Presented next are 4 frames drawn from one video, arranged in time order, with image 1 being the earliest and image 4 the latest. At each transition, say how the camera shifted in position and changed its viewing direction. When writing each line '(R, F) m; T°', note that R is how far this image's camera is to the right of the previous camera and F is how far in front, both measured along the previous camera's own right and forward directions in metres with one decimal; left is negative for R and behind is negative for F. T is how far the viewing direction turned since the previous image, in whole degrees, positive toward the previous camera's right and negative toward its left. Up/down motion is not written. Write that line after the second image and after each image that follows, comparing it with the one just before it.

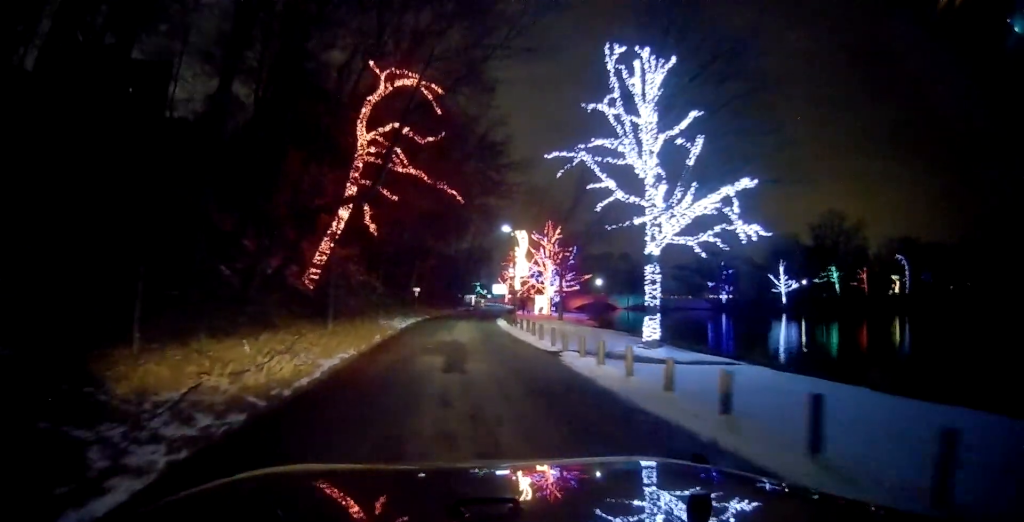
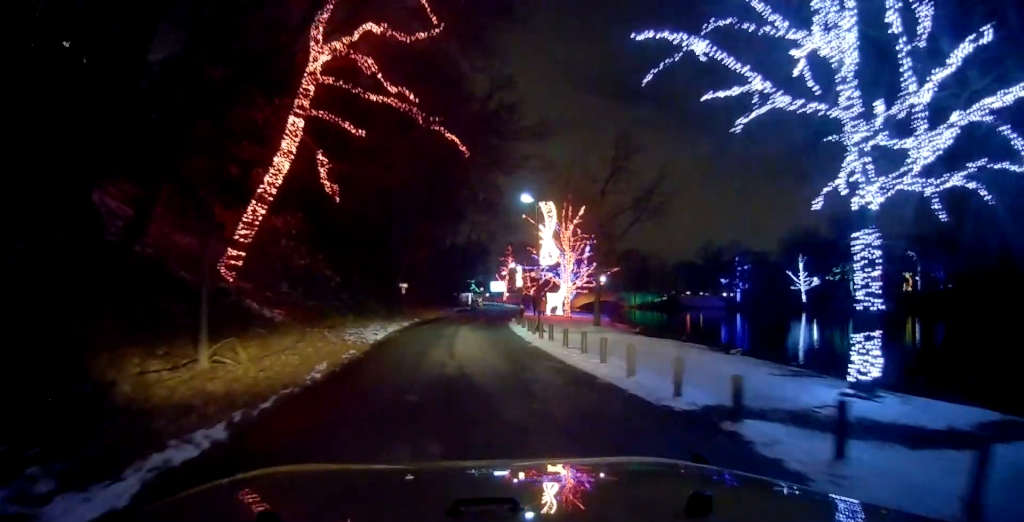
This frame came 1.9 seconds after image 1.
(+0.2, +11.0) m; -1°
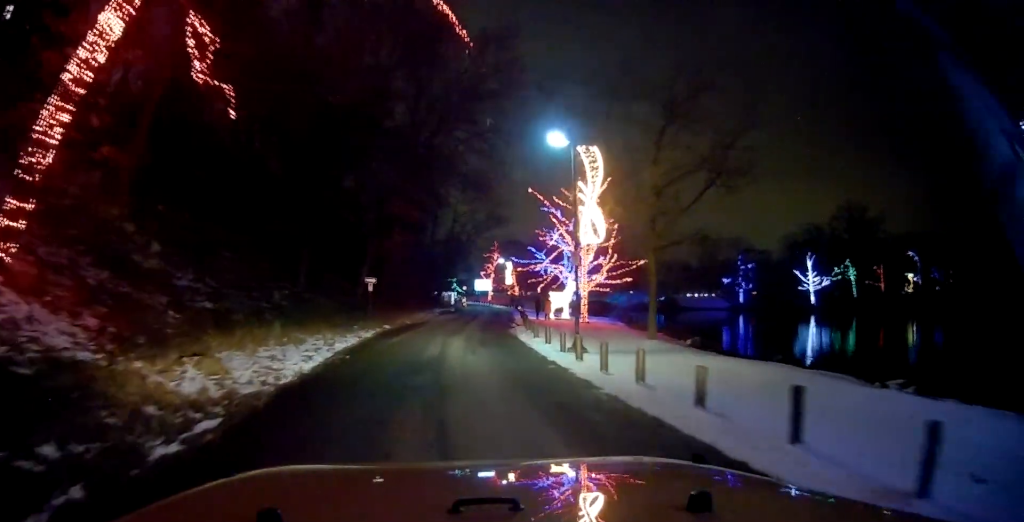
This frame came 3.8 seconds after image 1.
(-0.2, +10.5) m; +2°
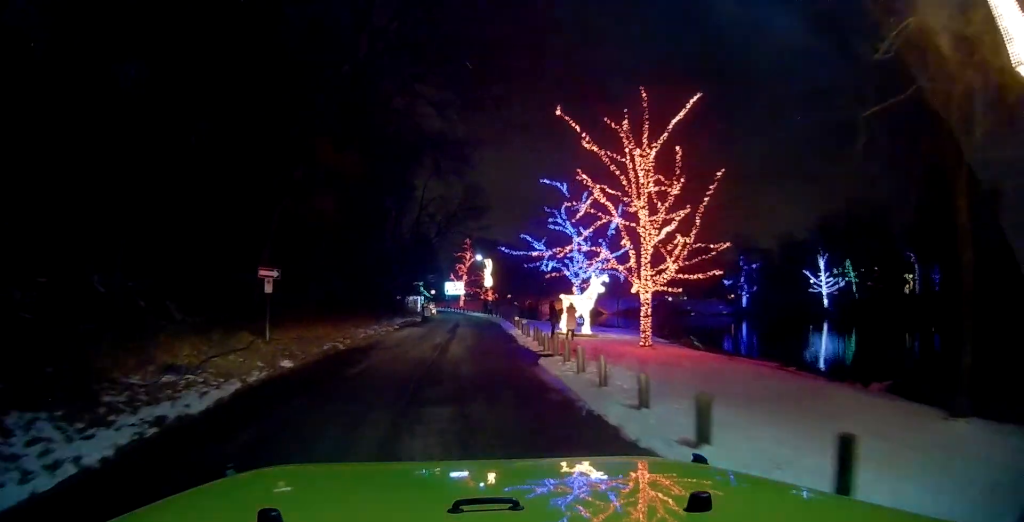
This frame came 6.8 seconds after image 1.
(-0.6, +15.2) m; -1°
